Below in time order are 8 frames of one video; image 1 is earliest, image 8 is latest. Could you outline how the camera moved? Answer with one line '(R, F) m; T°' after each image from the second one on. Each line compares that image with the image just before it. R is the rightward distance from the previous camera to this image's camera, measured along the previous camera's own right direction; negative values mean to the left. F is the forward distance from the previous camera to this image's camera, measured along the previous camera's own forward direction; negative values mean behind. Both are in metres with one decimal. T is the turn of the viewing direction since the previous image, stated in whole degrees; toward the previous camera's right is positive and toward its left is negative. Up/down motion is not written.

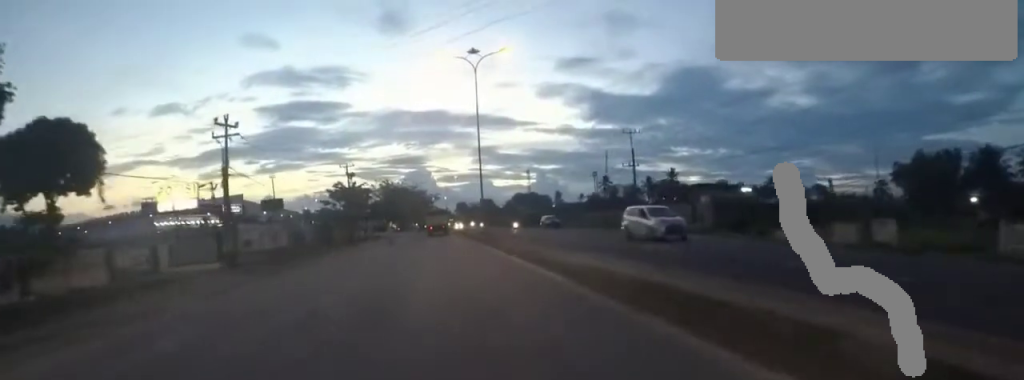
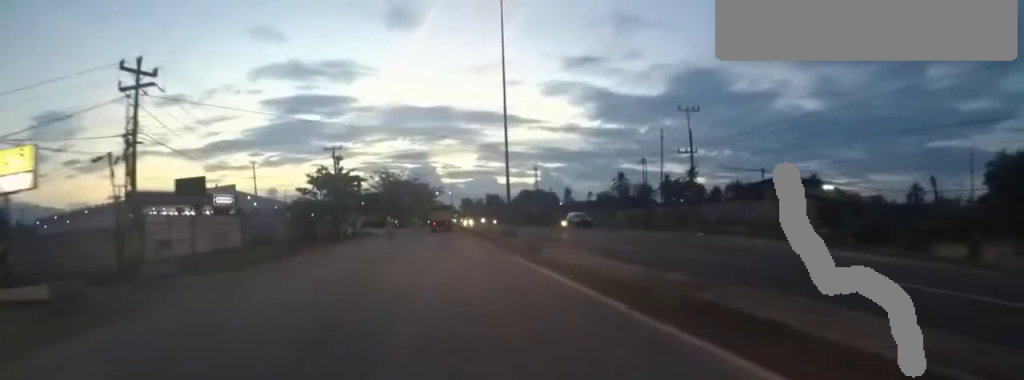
(-0.1, +10.8) m; 0°
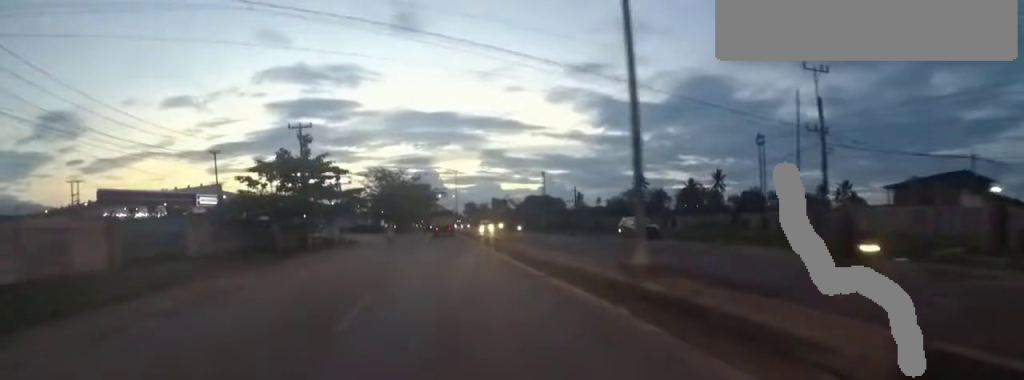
(+0.2, +14.2) m; 0°
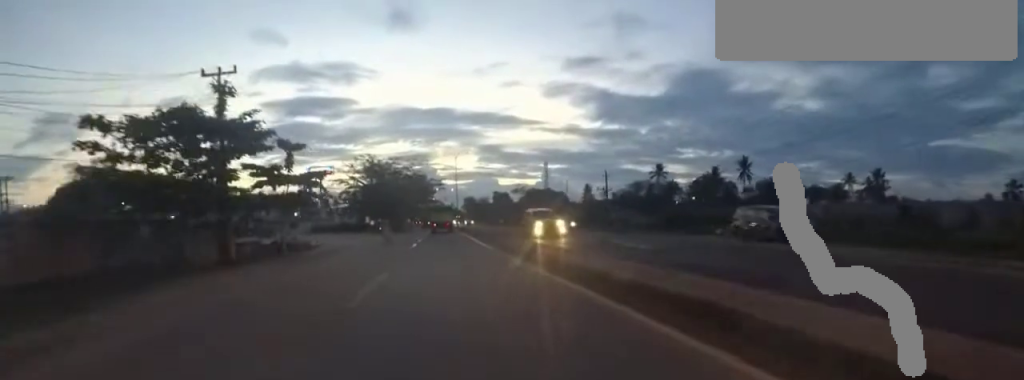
(-0.2, +14.7) m; -1°
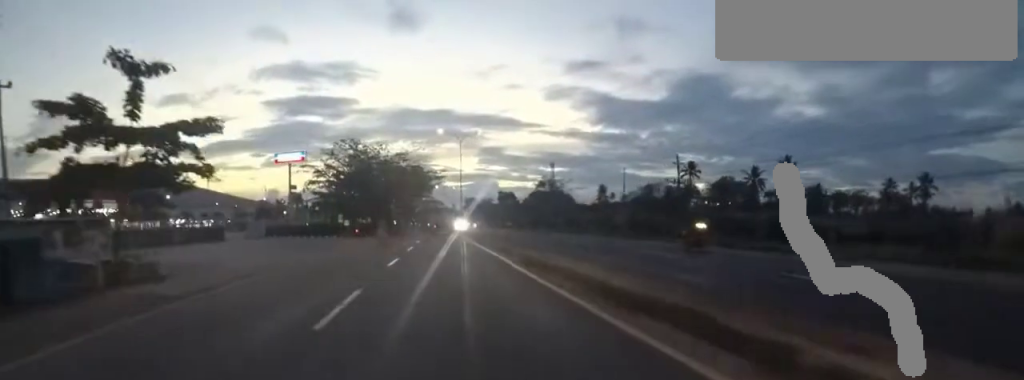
(0.0, +18.1) m; +1°
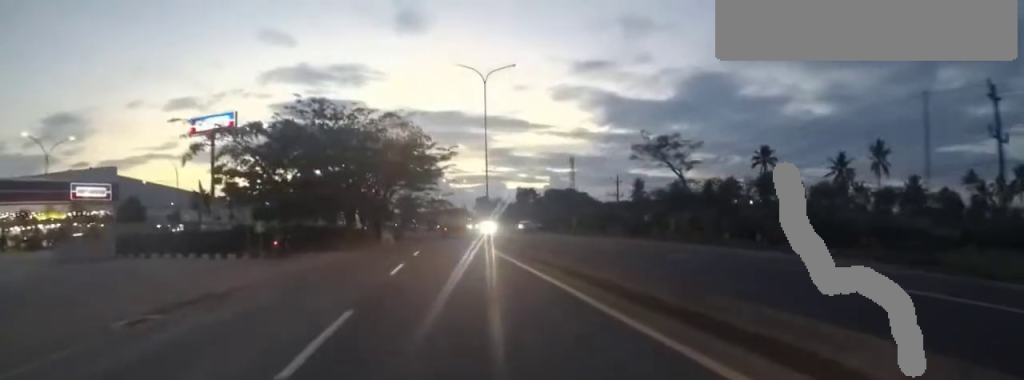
(+0.5, +26.0) m; +1°
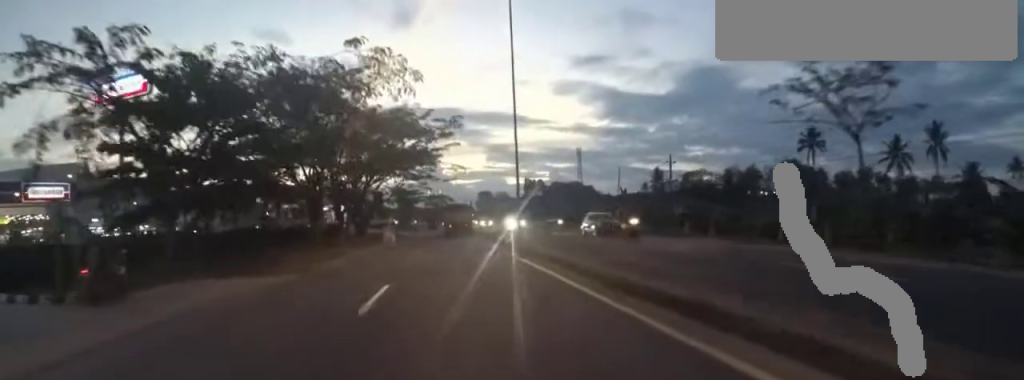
(-0.1, +13.8) m; -2°
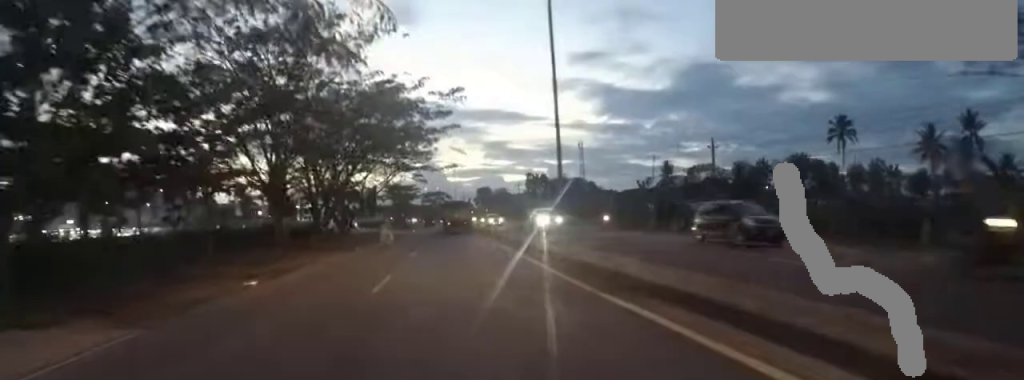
(-0.3, +8.3) m; 0°
